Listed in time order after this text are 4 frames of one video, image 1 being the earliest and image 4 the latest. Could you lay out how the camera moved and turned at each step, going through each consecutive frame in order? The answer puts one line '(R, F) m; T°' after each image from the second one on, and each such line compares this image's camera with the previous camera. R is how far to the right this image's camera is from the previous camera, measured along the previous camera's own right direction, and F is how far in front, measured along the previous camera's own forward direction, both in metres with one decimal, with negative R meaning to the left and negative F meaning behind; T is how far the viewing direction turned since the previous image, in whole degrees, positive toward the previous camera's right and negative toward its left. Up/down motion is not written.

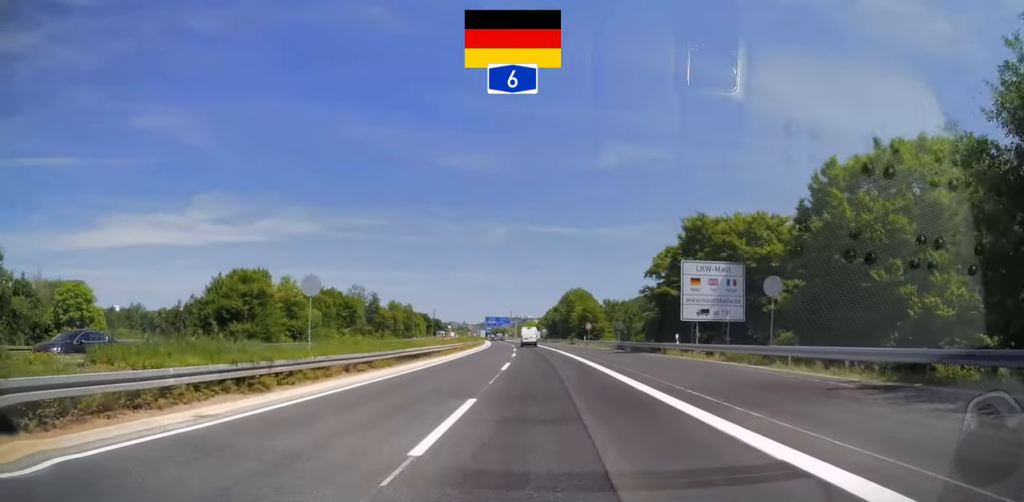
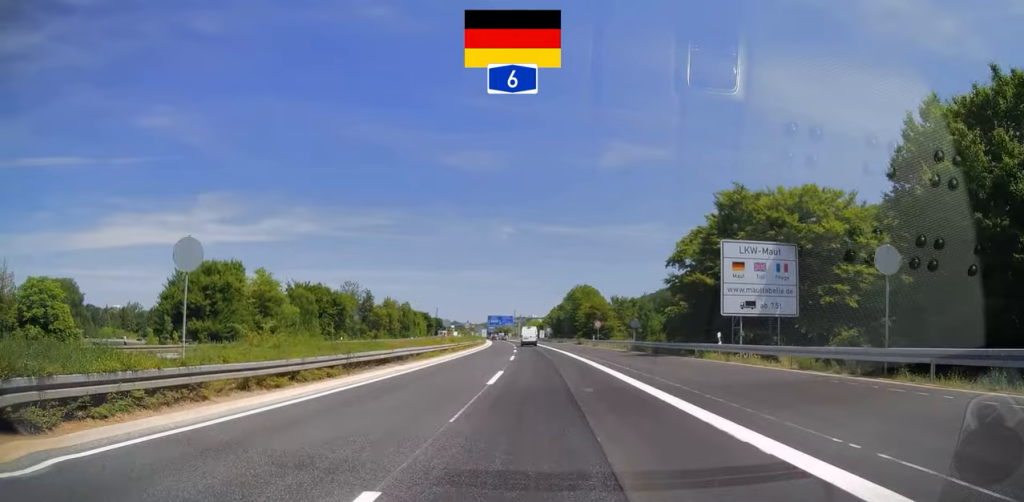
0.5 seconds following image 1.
(0.0, +8.0) m; 0°
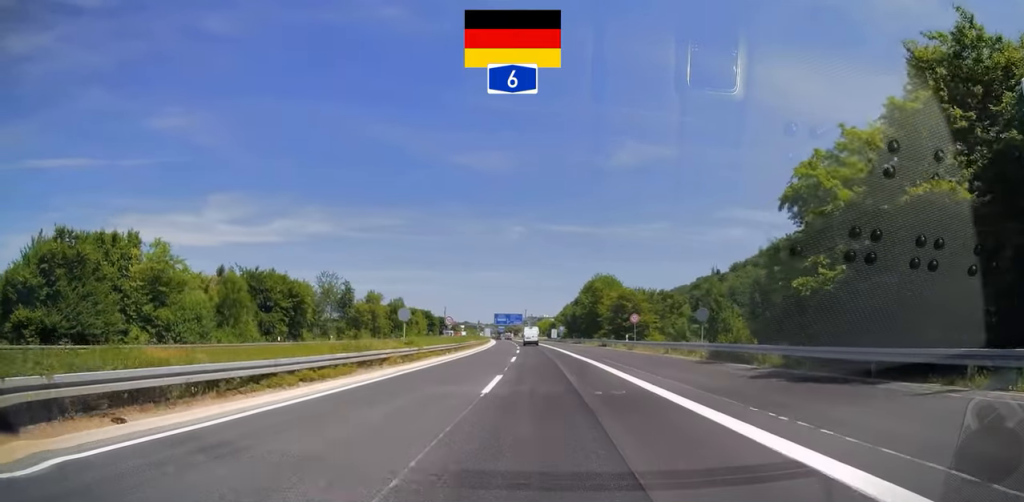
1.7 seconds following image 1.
(-0.2, +20.9) m; -1°
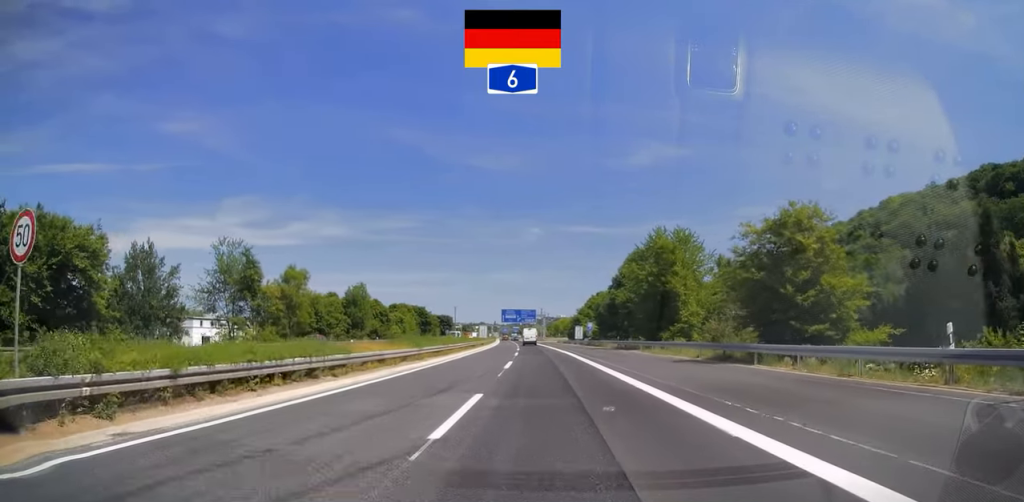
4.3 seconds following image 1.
(-1.1, +43.0) m; -2°
